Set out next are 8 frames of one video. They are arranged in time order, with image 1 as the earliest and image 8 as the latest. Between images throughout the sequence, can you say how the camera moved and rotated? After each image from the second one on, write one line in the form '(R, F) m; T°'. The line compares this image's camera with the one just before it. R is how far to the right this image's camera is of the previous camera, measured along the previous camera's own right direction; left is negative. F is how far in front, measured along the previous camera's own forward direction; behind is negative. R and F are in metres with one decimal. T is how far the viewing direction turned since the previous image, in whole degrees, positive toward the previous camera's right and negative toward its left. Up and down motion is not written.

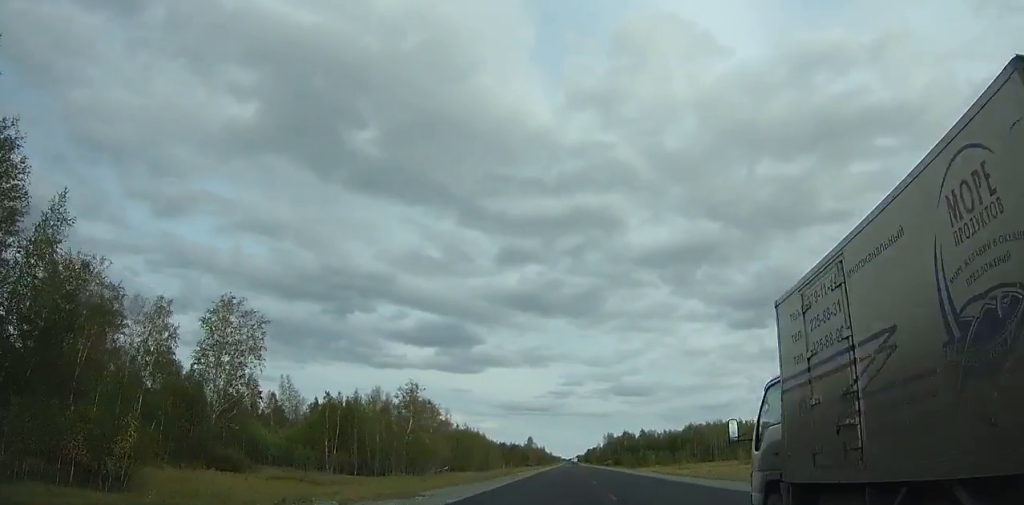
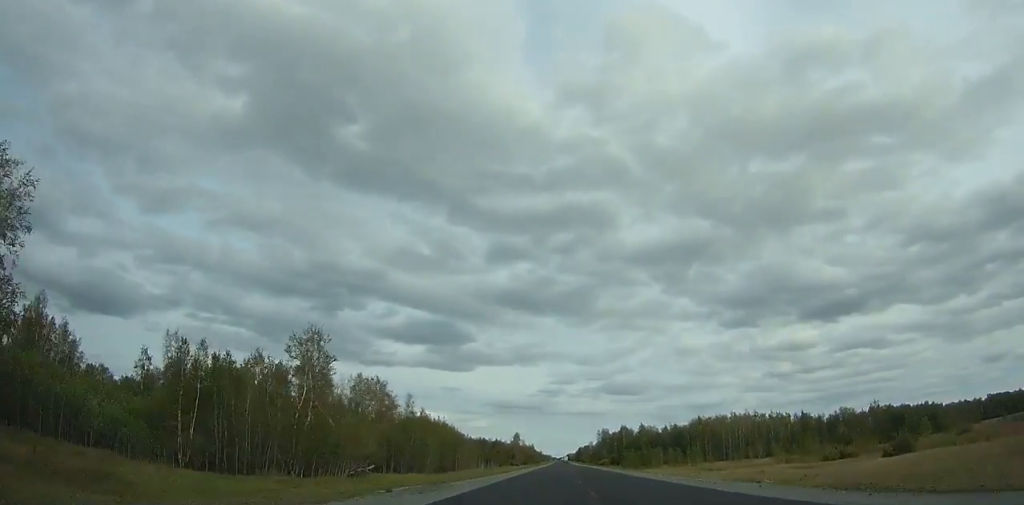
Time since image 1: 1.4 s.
(+0.1, +33.7) m; 0°
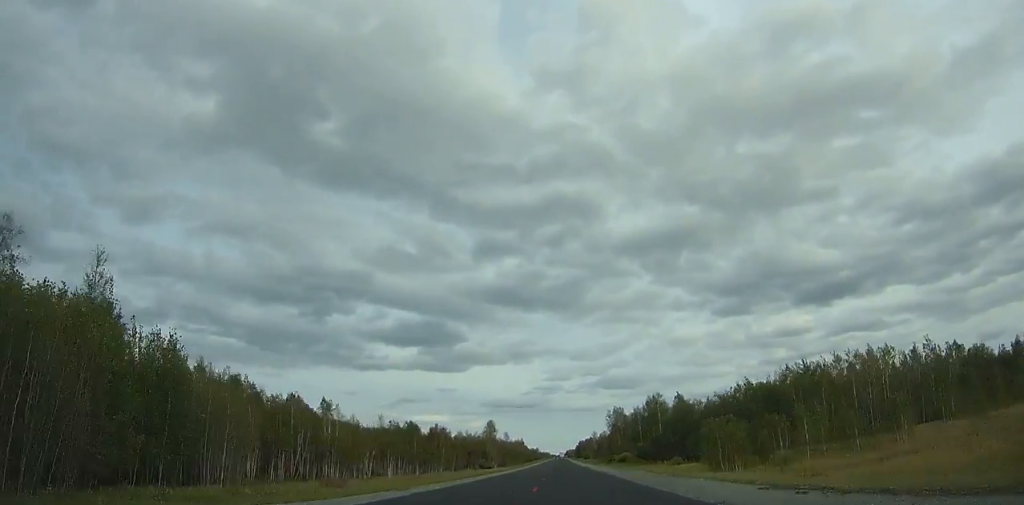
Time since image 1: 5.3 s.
(0.0, +98.8) m; 0°
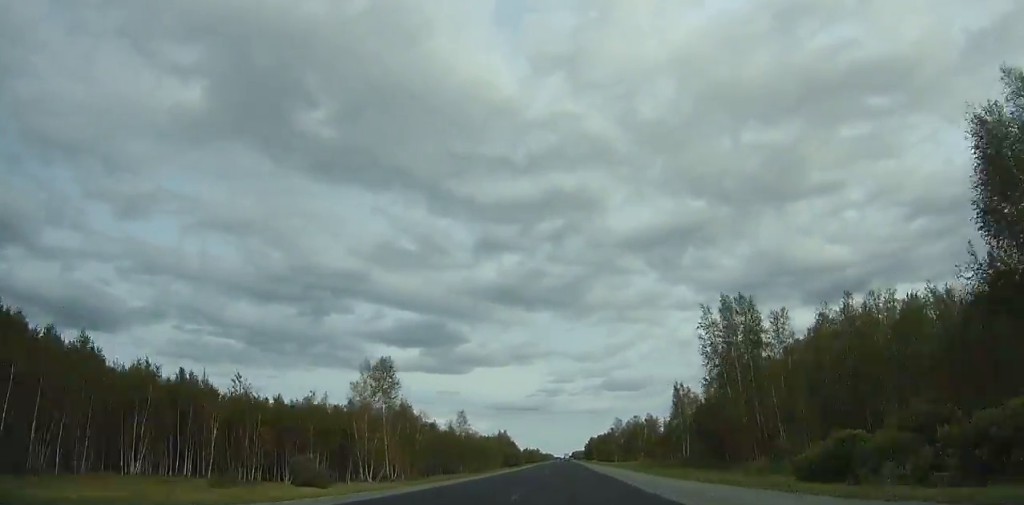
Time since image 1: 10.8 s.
(0.0, +147.3) m; 0°
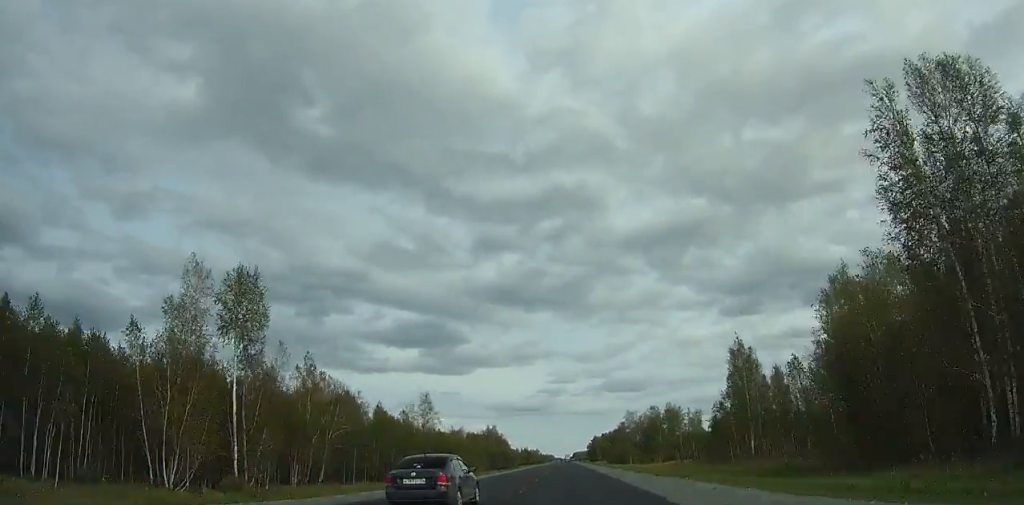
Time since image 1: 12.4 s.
(0.0, +44.0) m; 0°
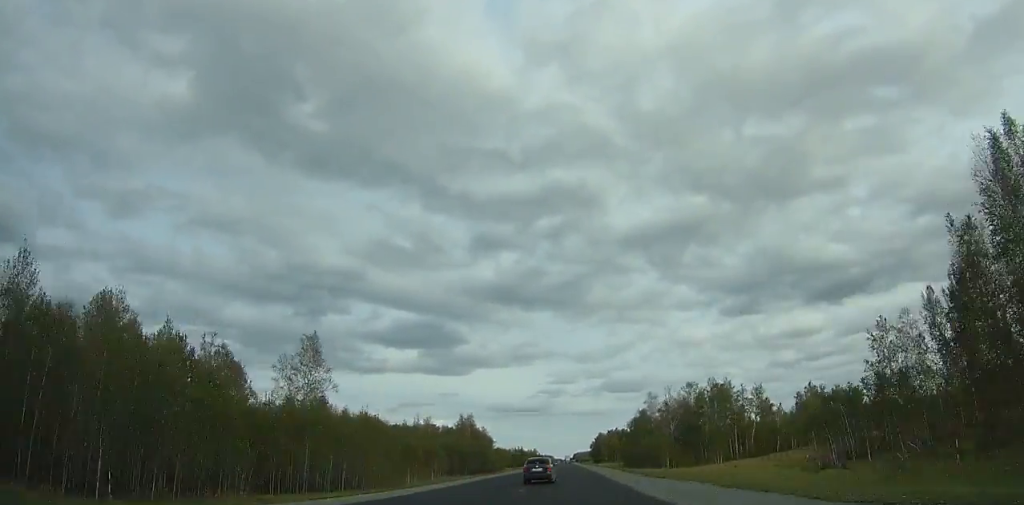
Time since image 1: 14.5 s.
(0.0, +58.3) m; 0°
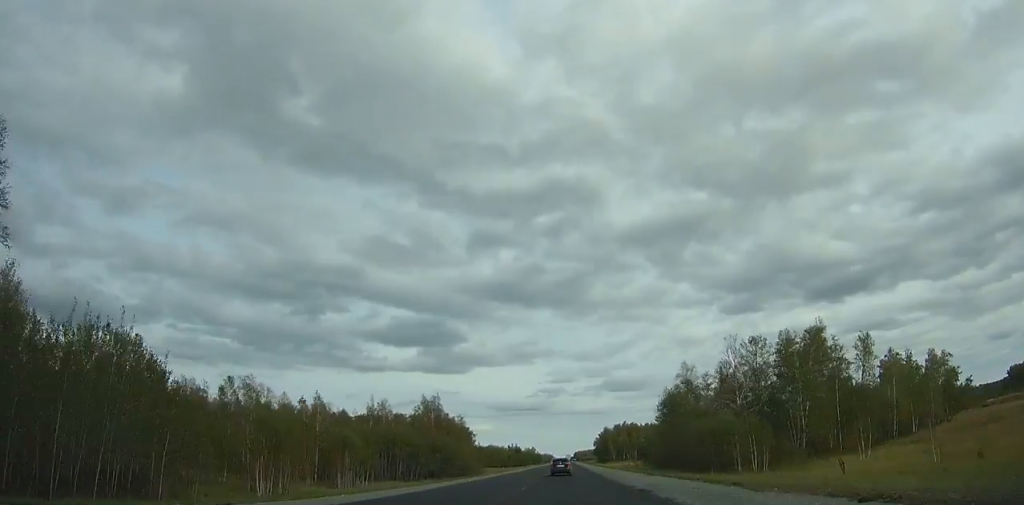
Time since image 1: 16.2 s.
(0.0, +47.5) m; 0°
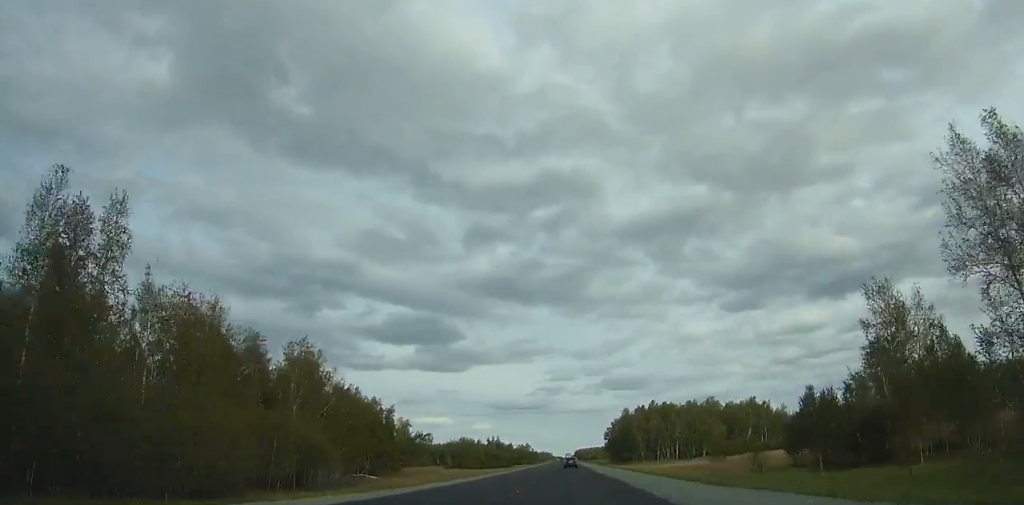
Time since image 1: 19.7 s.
(-0.2, +97.6) m; 0°
